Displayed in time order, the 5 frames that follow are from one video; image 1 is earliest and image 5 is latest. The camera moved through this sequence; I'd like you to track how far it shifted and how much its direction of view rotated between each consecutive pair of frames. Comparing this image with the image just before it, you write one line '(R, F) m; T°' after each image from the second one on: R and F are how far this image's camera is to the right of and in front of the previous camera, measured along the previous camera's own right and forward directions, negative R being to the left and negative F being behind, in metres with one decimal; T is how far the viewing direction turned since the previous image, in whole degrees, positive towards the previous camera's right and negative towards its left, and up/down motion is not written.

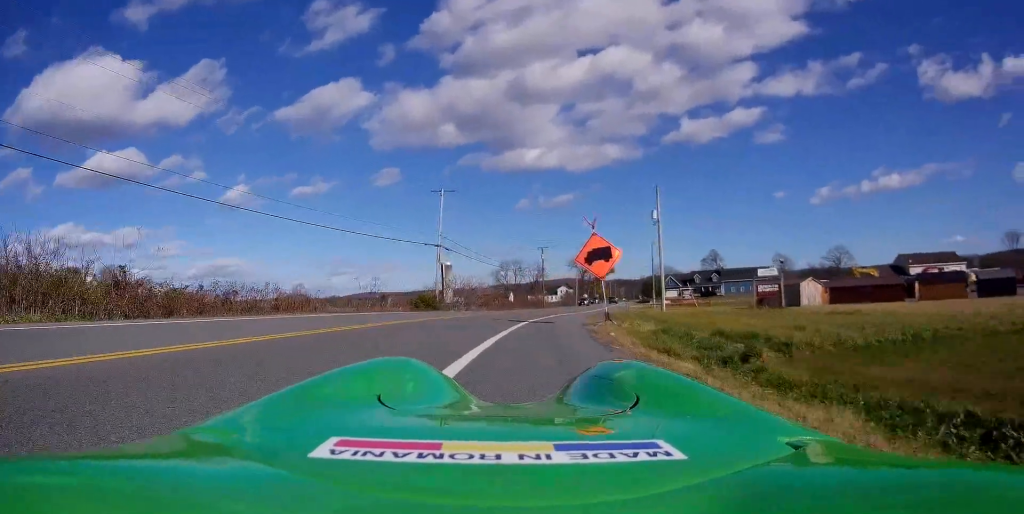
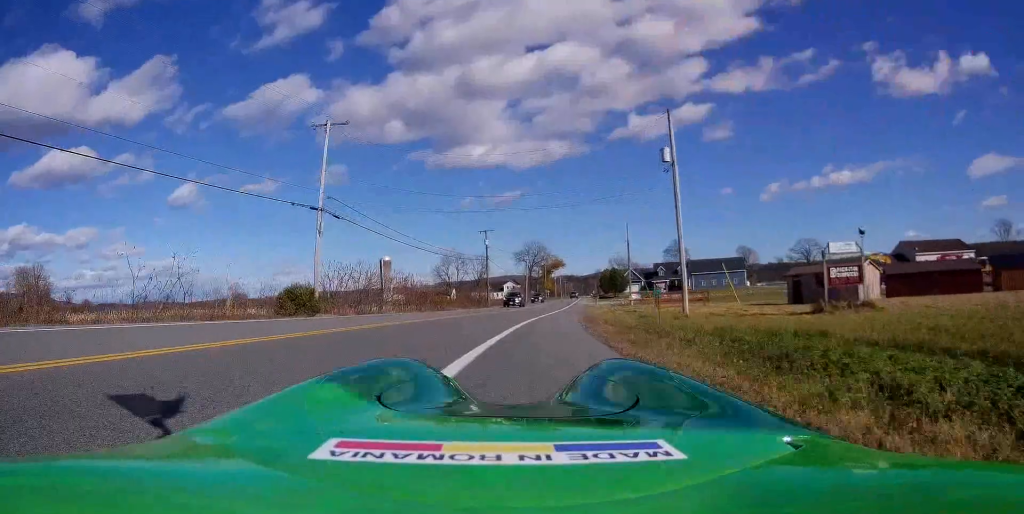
(+1.0, +20.7) m; +6°
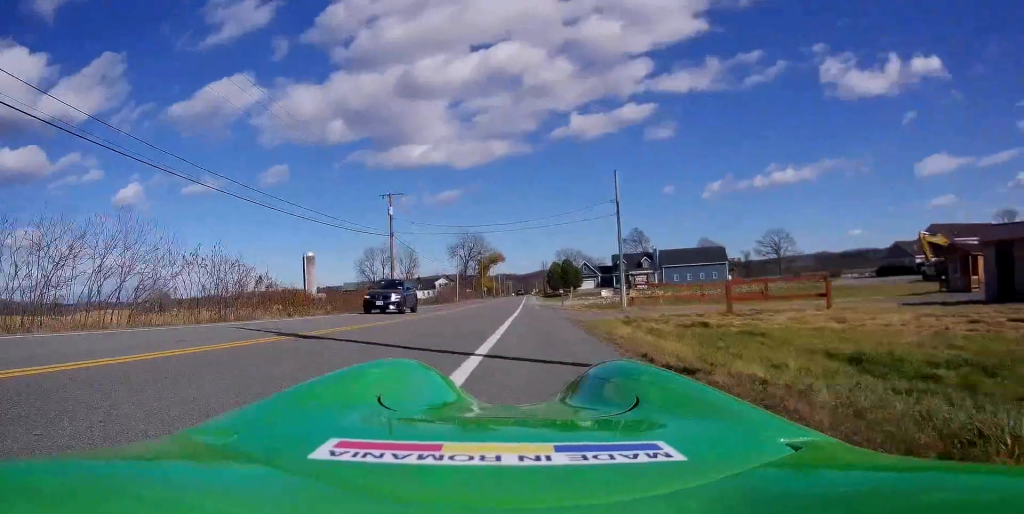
(+1.3, +29.2) m; +3°
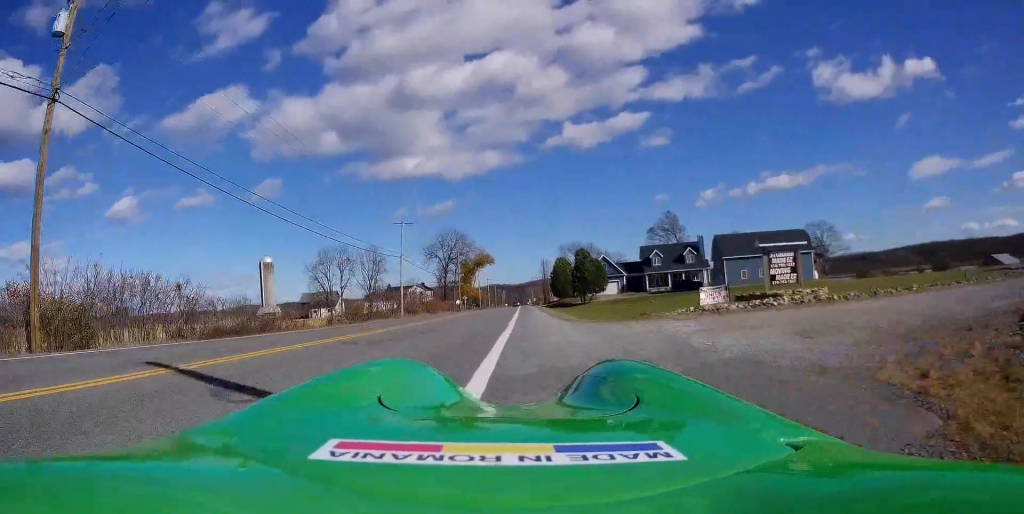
(+2.4, +44.3) m; +4°
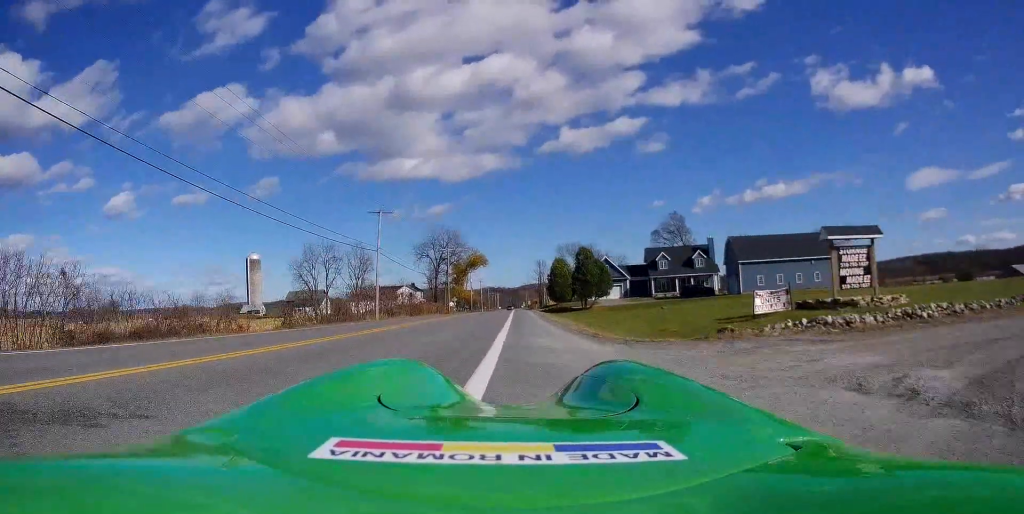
(-0.3, +8.4) m; -1°
